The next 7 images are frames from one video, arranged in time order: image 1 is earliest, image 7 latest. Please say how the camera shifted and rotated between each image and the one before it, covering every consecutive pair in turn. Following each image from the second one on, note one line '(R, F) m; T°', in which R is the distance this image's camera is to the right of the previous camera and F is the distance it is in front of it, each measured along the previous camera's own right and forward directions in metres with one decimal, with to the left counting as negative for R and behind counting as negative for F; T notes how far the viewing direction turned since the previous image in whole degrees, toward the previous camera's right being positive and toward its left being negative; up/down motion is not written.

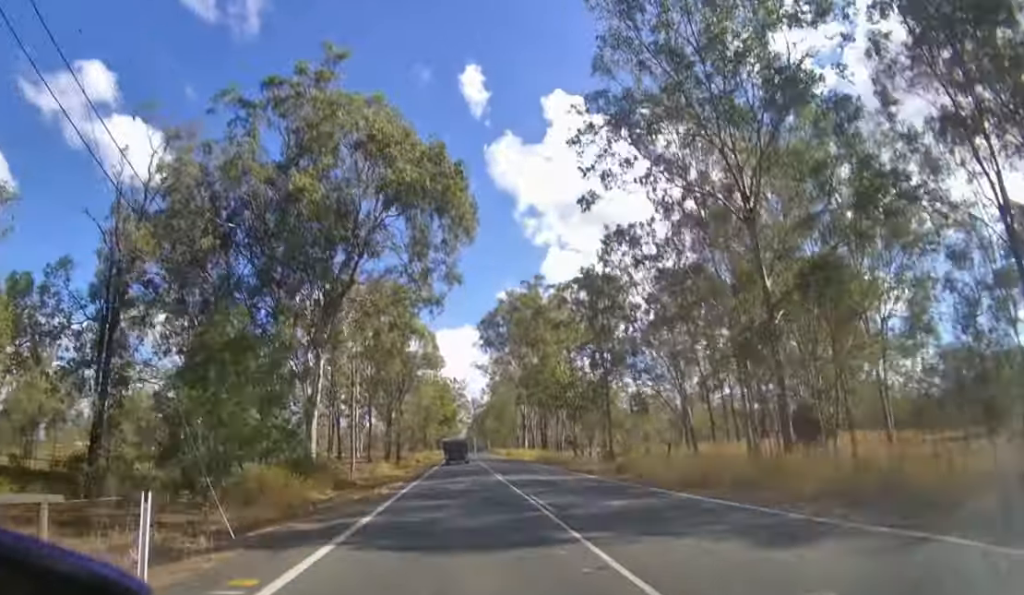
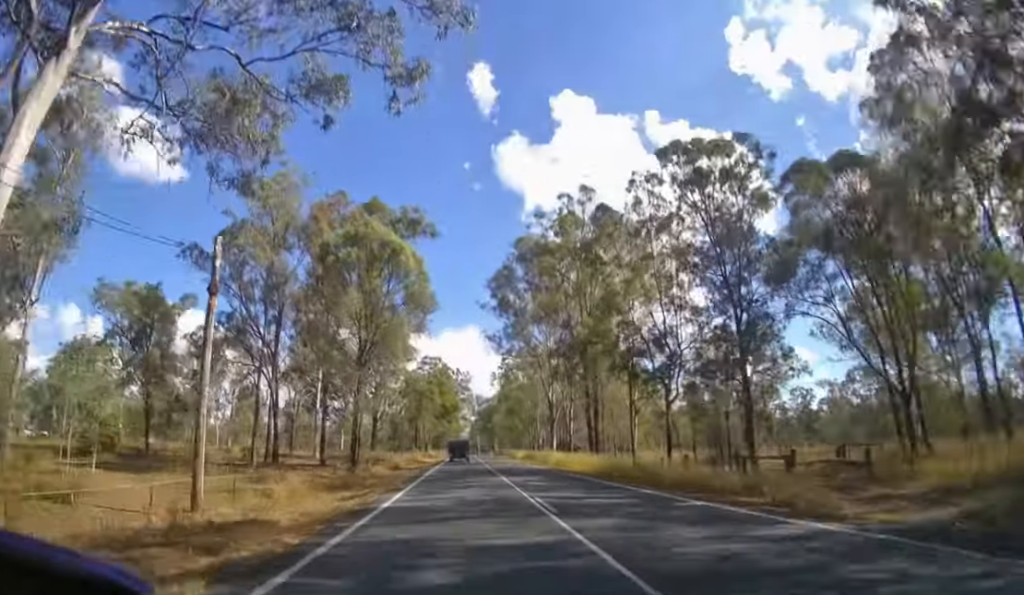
(-0.1, +24.1) m; 0°
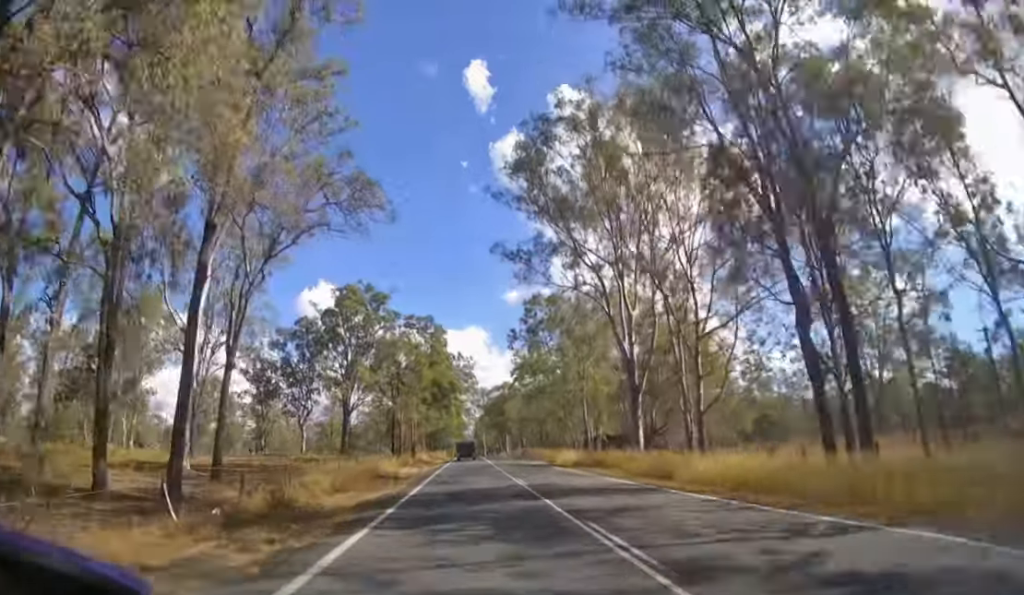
(0.0, +32.0) m; 0°
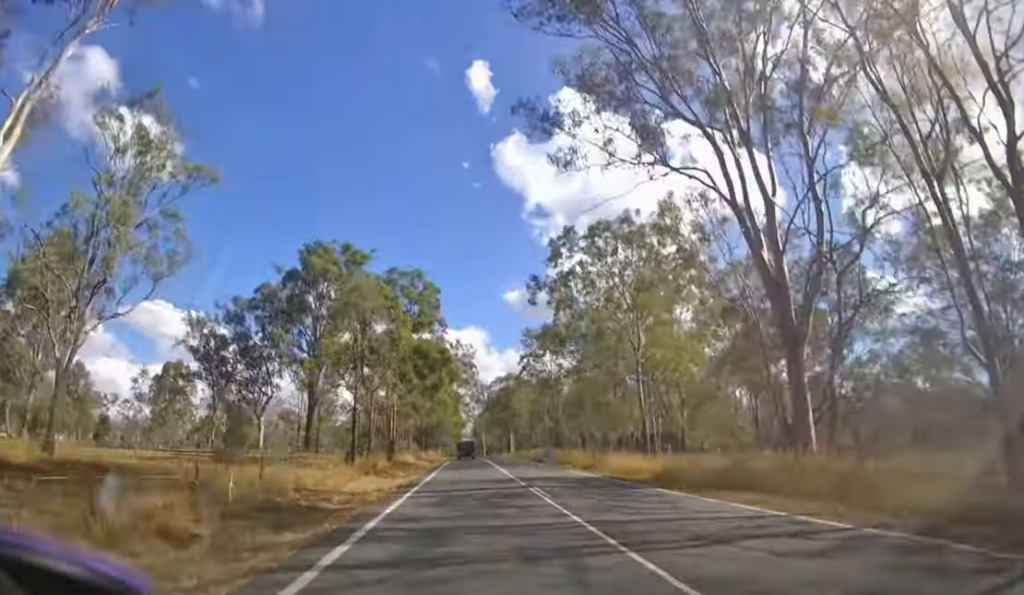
(0.0, +19.3) m; 0°
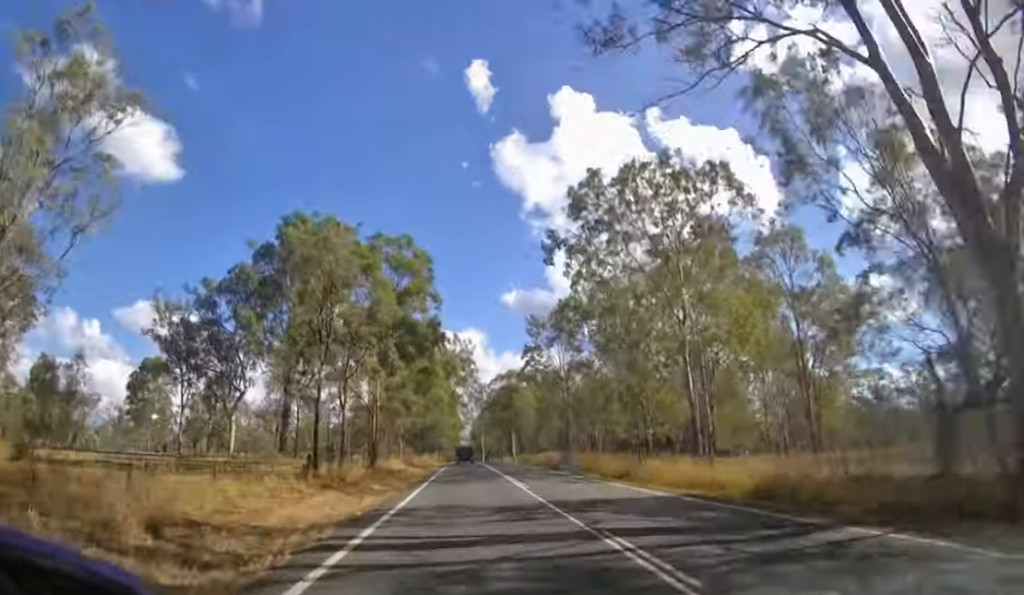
(0.0, +8.4) m; 0°
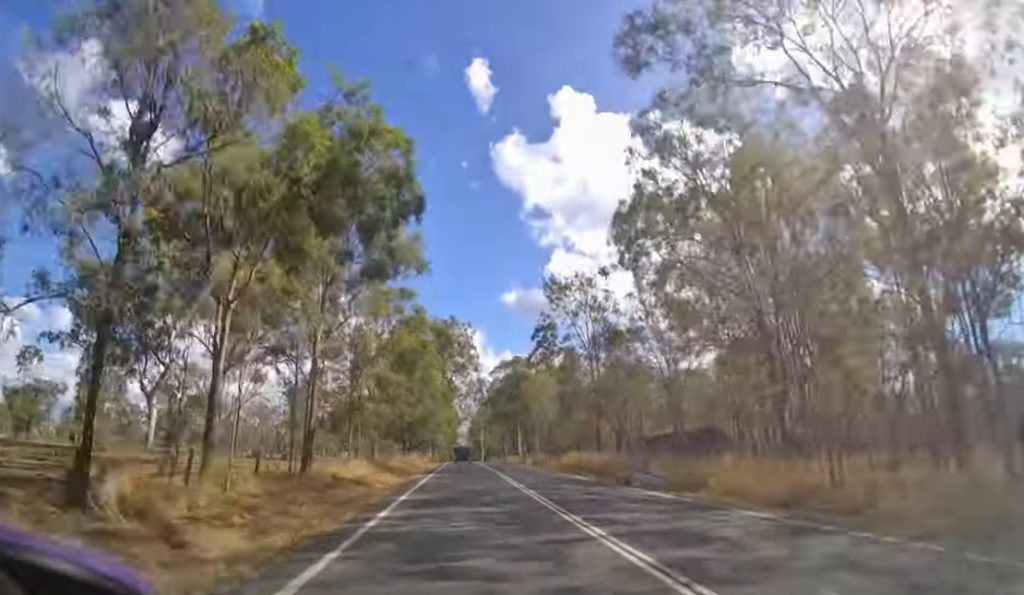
(+0.1, +15.4) m; 0°
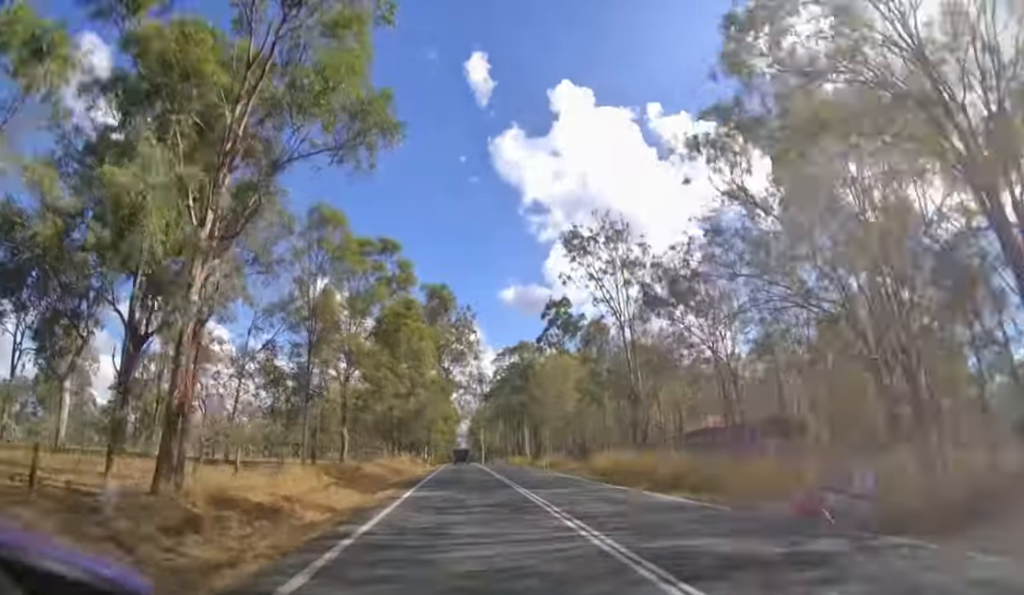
(0.0, +10.2) m; 0°
